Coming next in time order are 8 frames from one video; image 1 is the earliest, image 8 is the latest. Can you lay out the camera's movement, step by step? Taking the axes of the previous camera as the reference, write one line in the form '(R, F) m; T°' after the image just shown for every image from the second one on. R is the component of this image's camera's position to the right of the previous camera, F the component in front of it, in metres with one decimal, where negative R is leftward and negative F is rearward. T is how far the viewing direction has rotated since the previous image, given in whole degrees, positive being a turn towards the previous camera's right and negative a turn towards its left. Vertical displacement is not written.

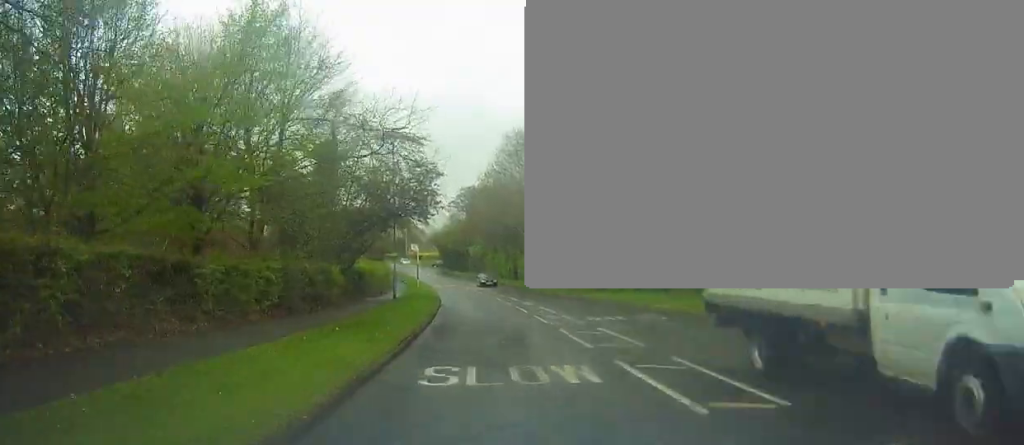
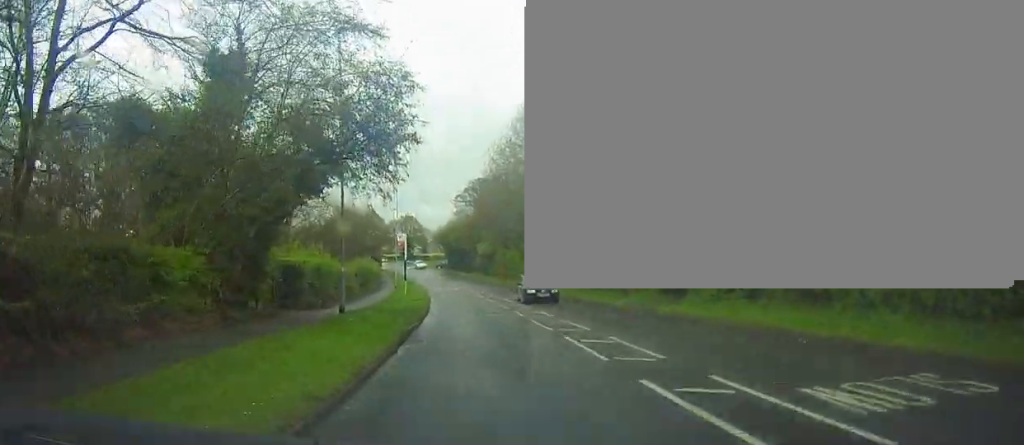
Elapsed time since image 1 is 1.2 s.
(0.0, +13.8) m; 0°
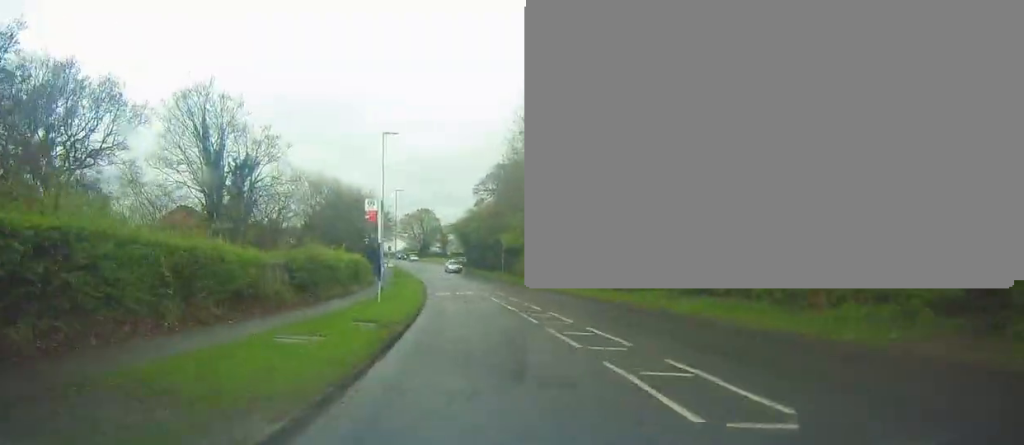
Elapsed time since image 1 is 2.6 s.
(-0.2, +16.3) m; -2°
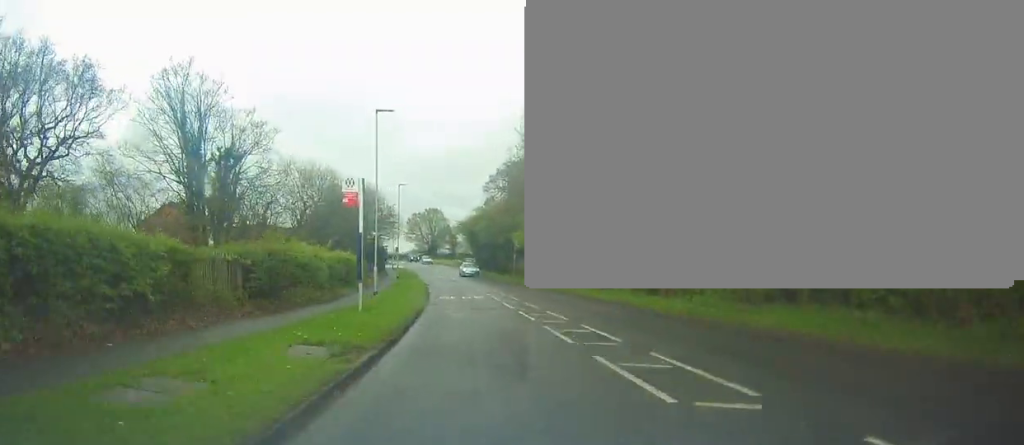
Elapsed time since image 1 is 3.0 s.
(-0.1, +5.1) m; -1°
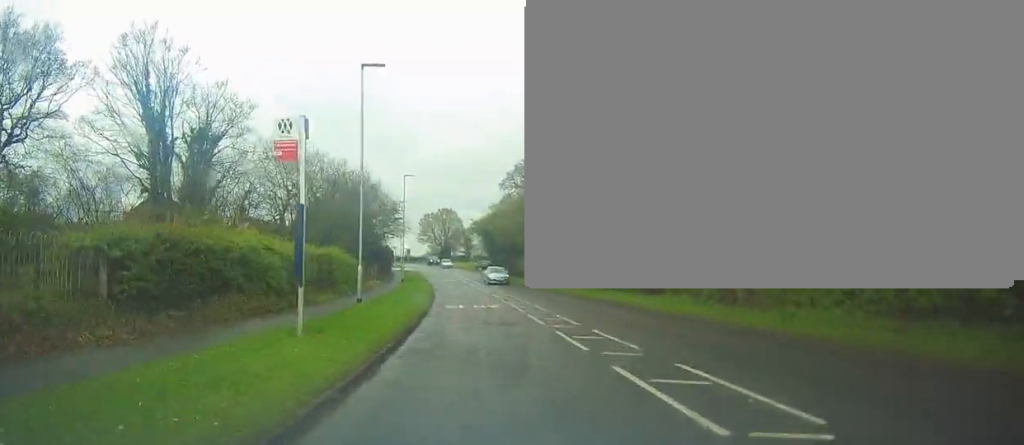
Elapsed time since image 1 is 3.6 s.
(0.0, +7.1) m; -1°
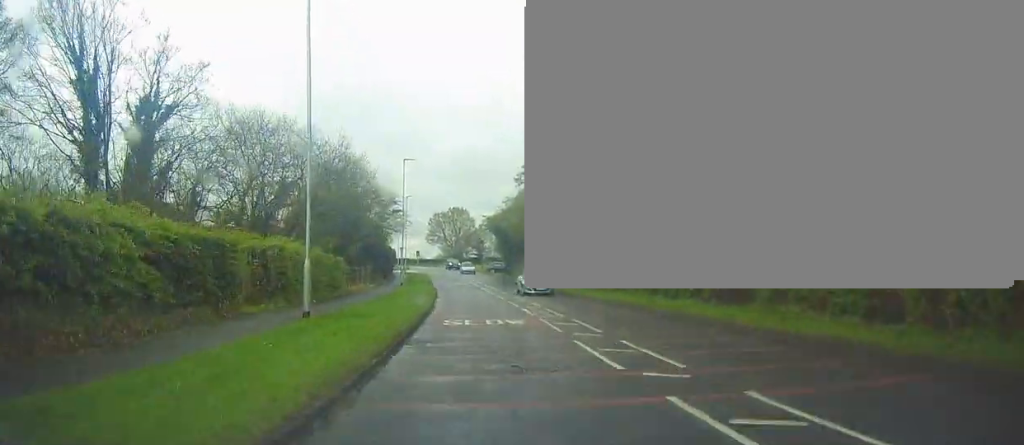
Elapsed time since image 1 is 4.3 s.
(+0.1, +8.3) m; -1°
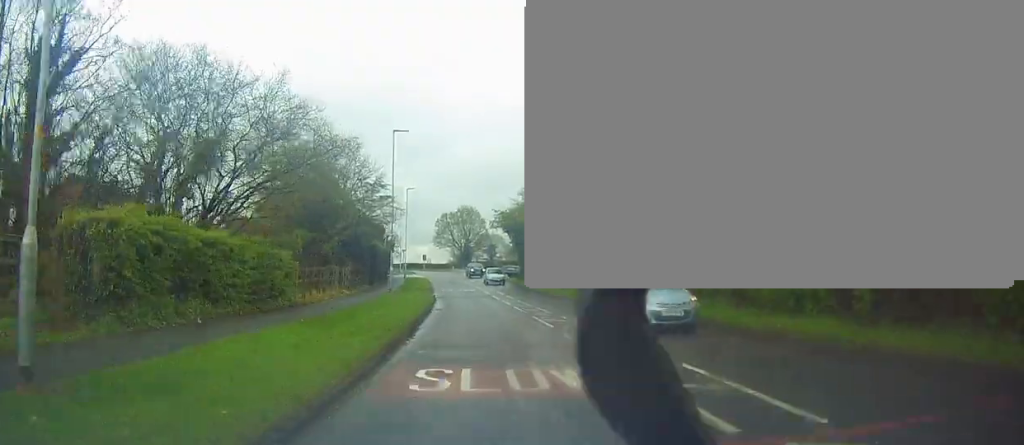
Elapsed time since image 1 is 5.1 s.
(-0.3, +10.0) m; 0°
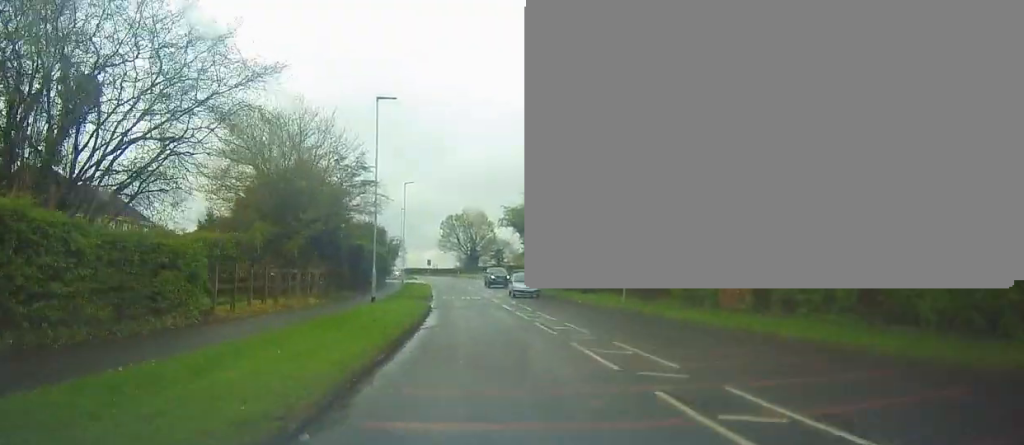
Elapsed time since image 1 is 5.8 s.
(+0.1, +7.6) m; -1°
